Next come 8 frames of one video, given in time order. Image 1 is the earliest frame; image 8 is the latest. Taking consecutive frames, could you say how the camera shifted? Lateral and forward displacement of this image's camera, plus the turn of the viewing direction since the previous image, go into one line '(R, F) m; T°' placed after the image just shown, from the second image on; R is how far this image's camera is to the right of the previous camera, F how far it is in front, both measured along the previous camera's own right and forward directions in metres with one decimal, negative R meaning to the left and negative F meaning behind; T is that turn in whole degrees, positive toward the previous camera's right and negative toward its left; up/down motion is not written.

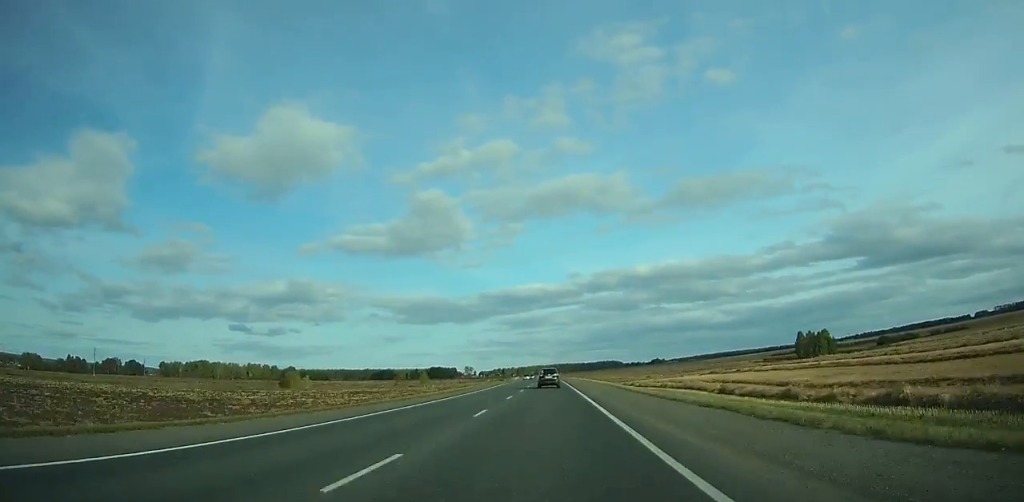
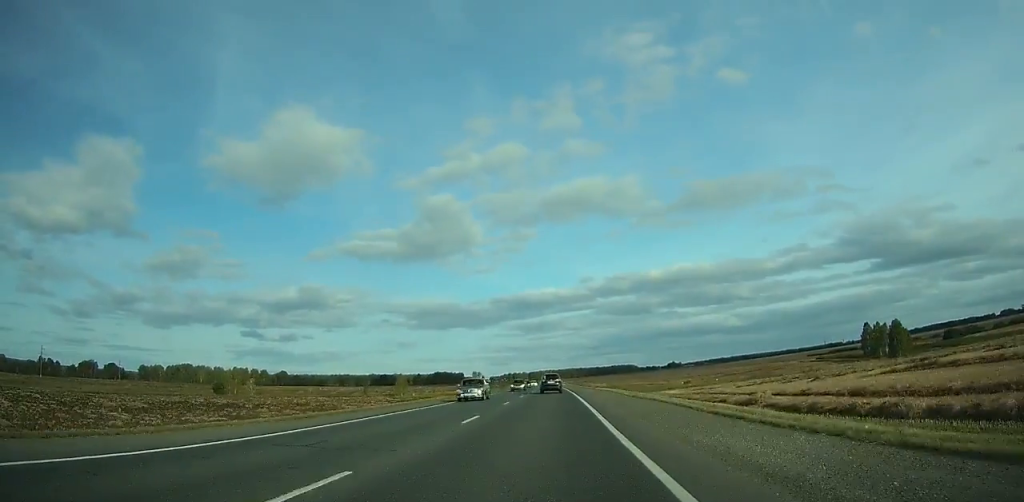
(-0.5, +60.6) m; -1°
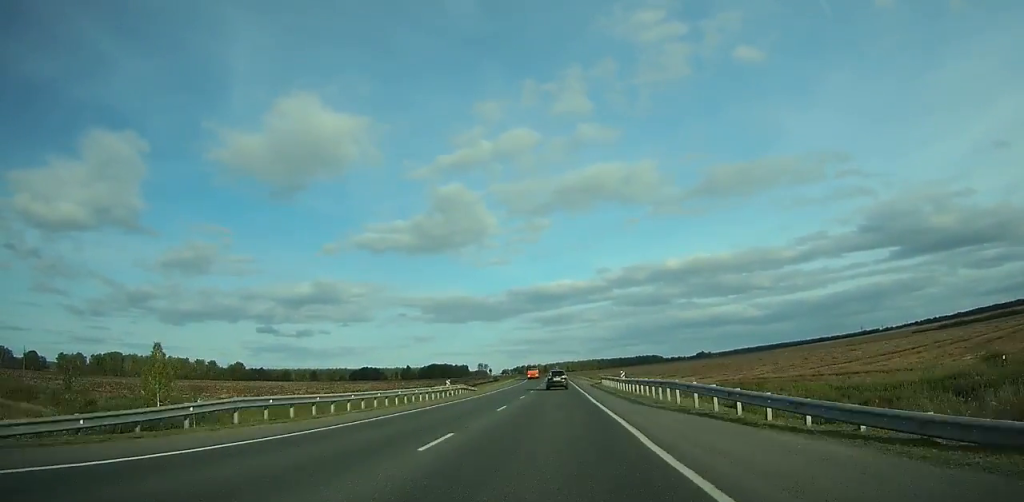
(-3.3, +151.3) m; -2°
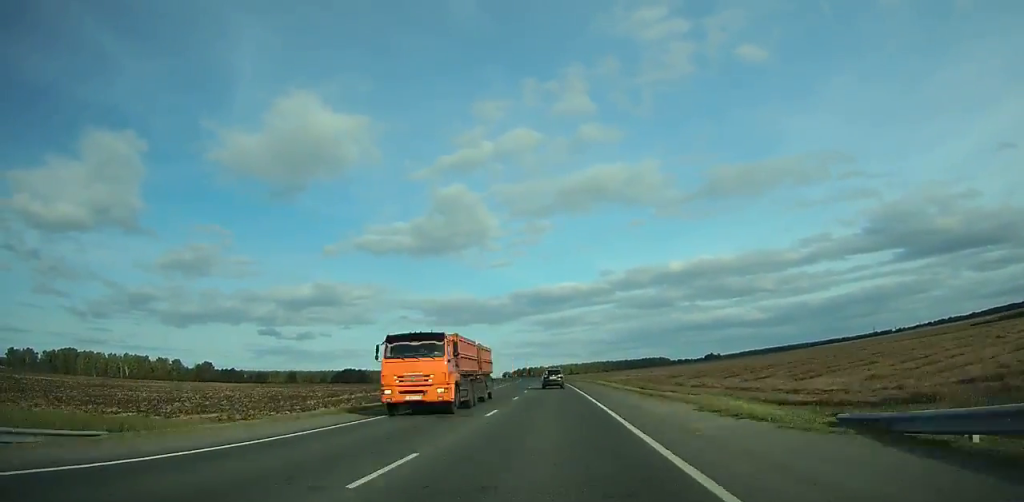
(-0.4, +63.4) m; -1°
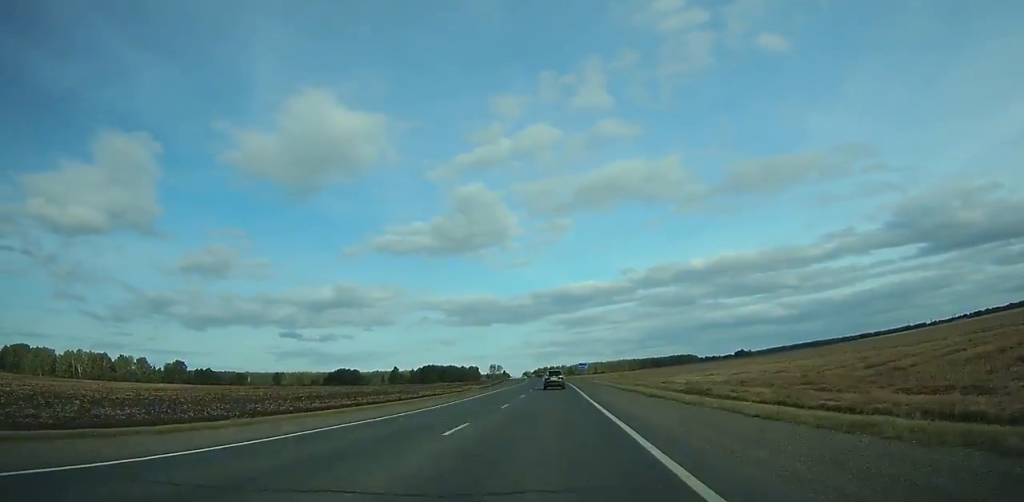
(-0.2, +78.0) m; -1°
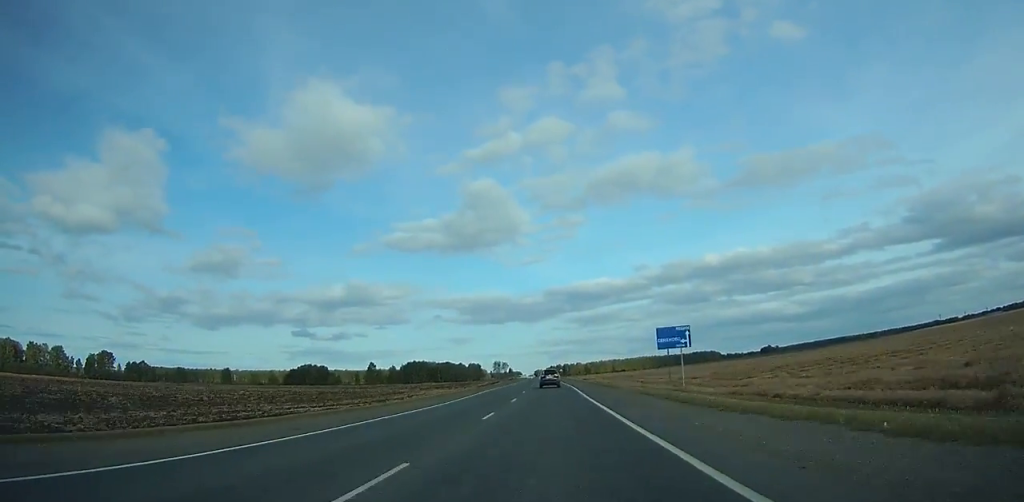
(-2.2, +104.7) m; -2°
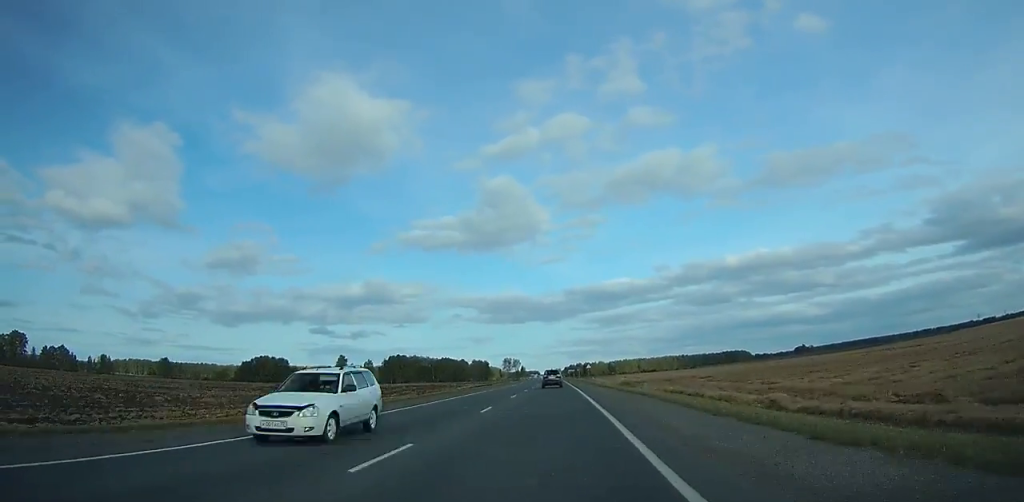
(-1.2, +92.6) m; -1°
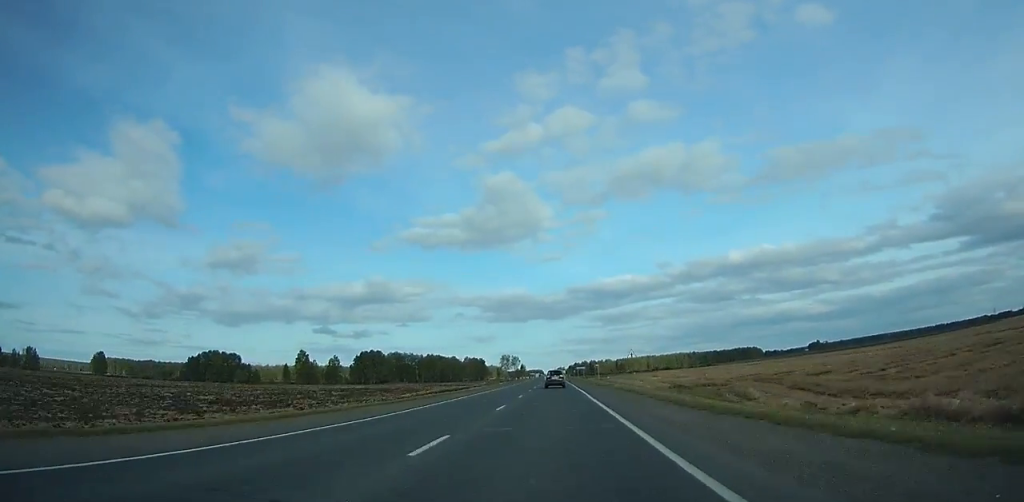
(-0.7, +59.9) m; -1°
